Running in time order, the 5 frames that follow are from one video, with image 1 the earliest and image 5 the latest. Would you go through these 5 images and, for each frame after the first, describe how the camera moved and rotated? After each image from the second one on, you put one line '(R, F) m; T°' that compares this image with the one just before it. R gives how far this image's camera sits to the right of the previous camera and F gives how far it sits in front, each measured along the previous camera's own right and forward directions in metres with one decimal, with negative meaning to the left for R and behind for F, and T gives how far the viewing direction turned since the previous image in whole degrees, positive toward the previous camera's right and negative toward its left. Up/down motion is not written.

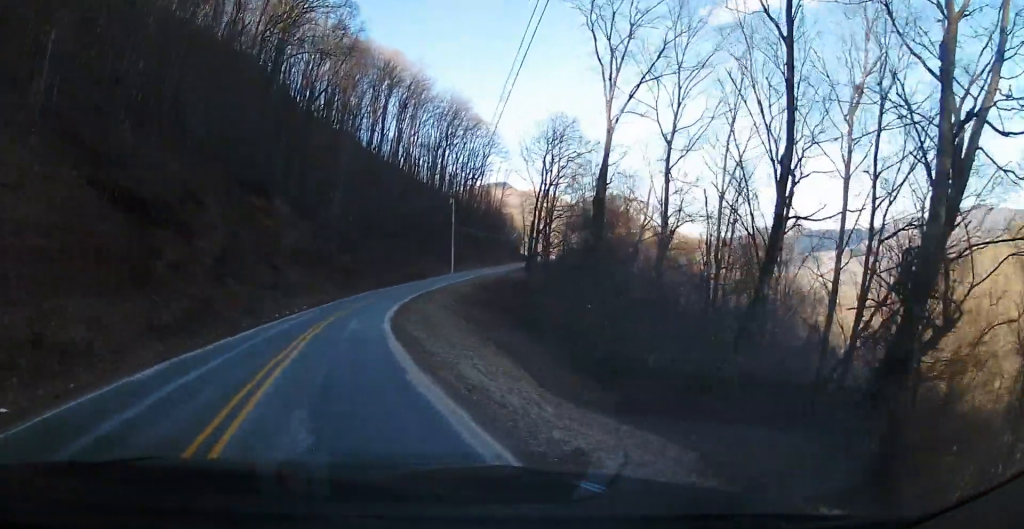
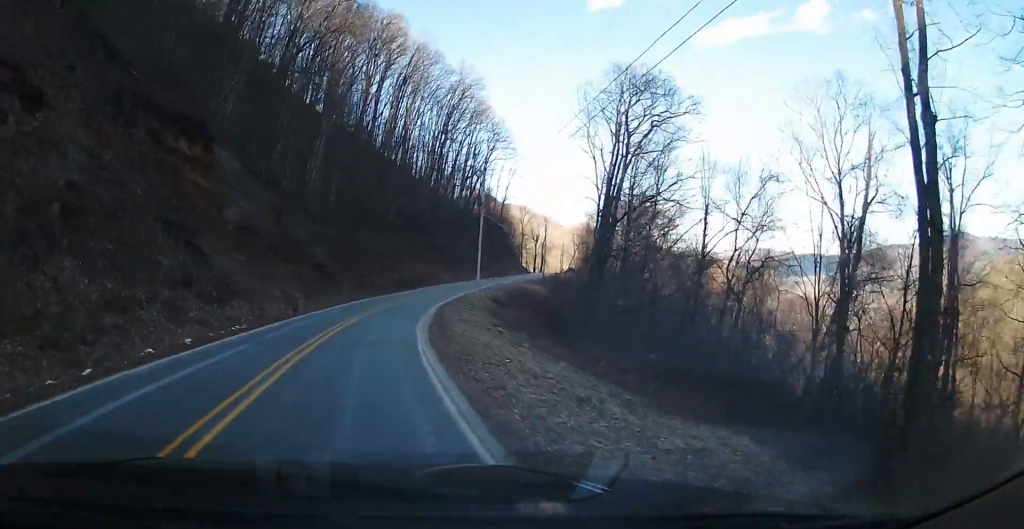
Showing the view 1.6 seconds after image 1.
(-1.9, +19.6) m; -13°
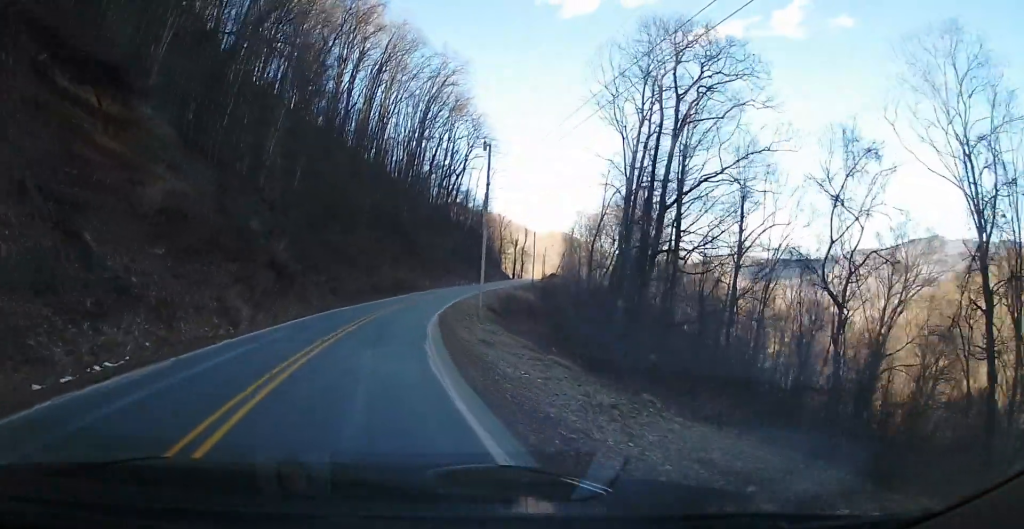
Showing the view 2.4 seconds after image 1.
(-0.8, +10.1) m; -6°
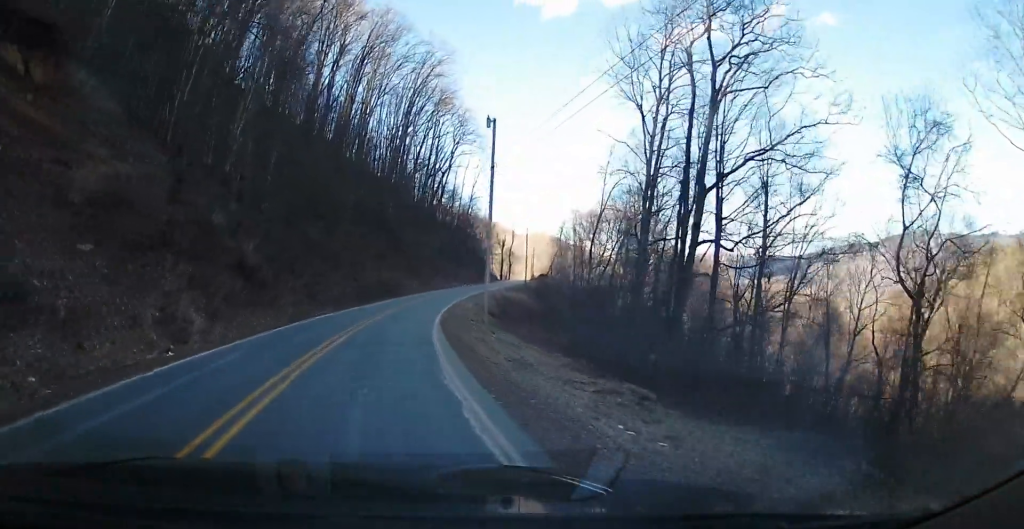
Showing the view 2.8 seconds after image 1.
(-0.2, +5.9) m; 0°
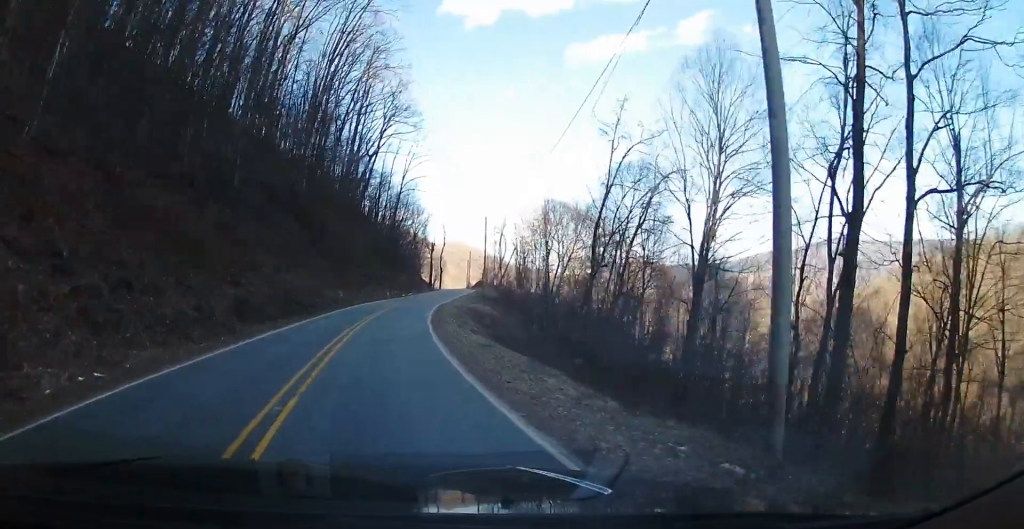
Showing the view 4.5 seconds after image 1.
(+1.9, +27.3) m; +14°
